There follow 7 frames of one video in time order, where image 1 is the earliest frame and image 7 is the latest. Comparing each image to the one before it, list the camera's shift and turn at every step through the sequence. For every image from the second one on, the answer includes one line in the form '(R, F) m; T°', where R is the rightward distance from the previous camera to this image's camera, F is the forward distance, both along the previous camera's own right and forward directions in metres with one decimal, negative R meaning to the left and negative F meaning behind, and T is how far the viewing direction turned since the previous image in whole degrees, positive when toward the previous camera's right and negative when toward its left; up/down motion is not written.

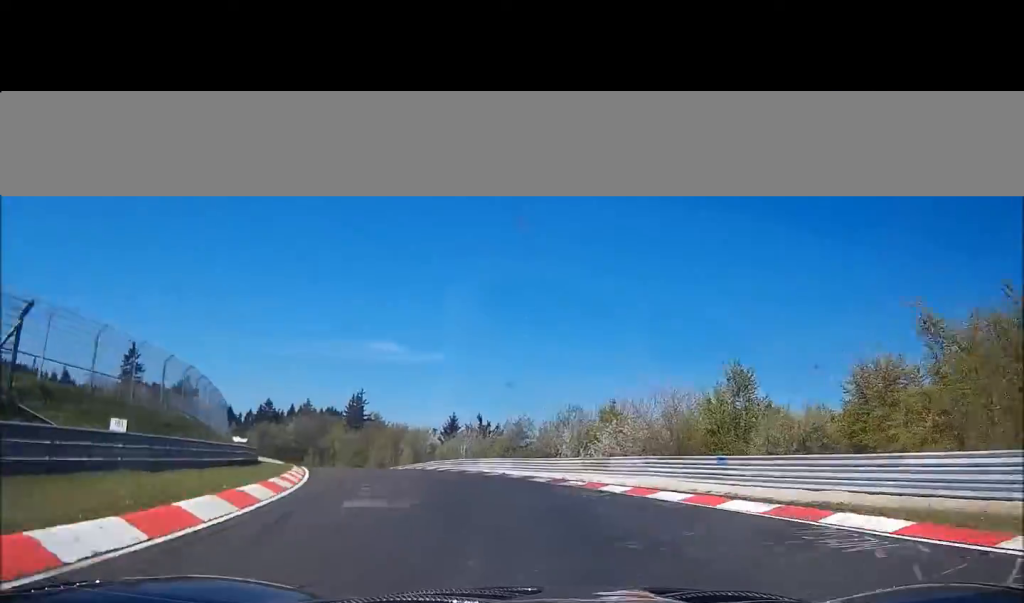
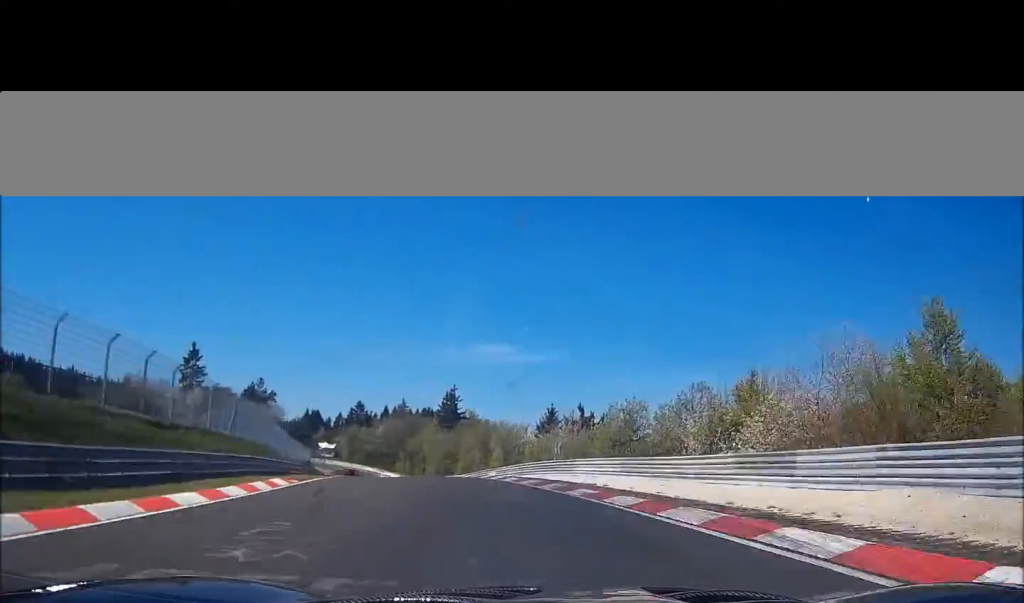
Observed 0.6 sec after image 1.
(-1.0, +16.5) m; -9°
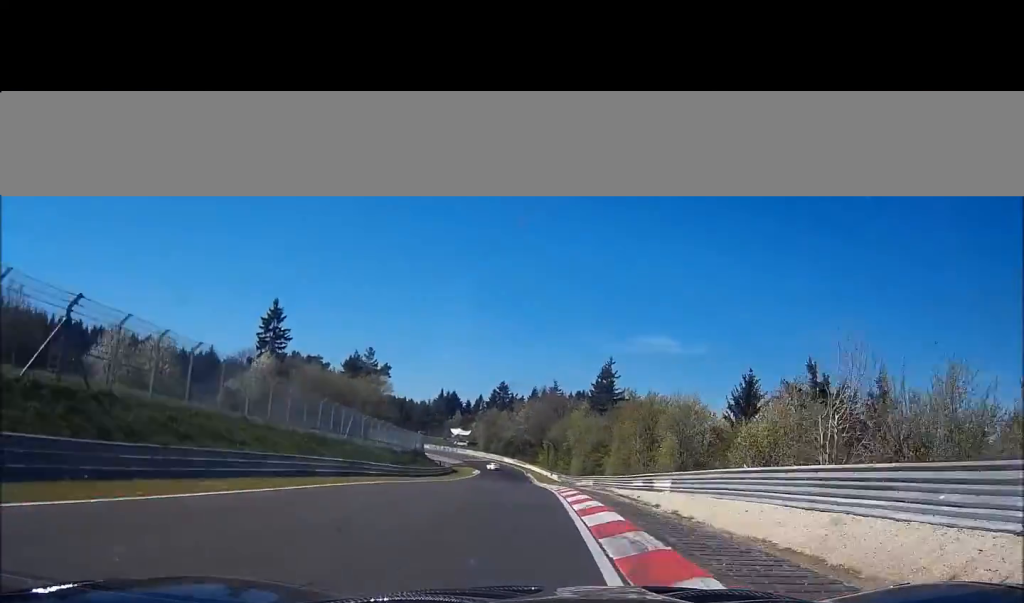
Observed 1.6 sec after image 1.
(-5.3, +31.3) m; -14°
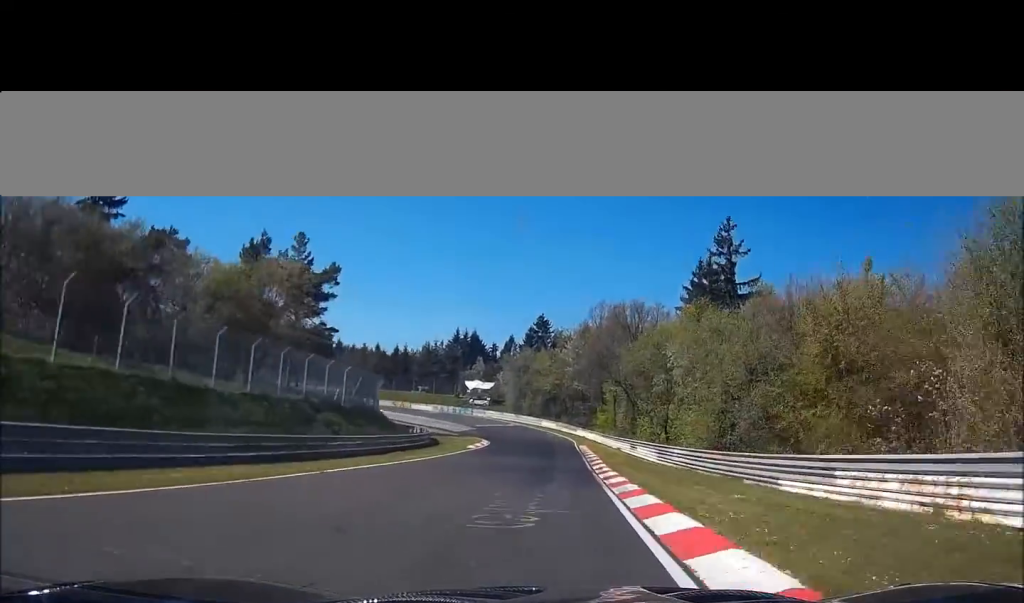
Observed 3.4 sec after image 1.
(-2.8, +56.2) m; -3°
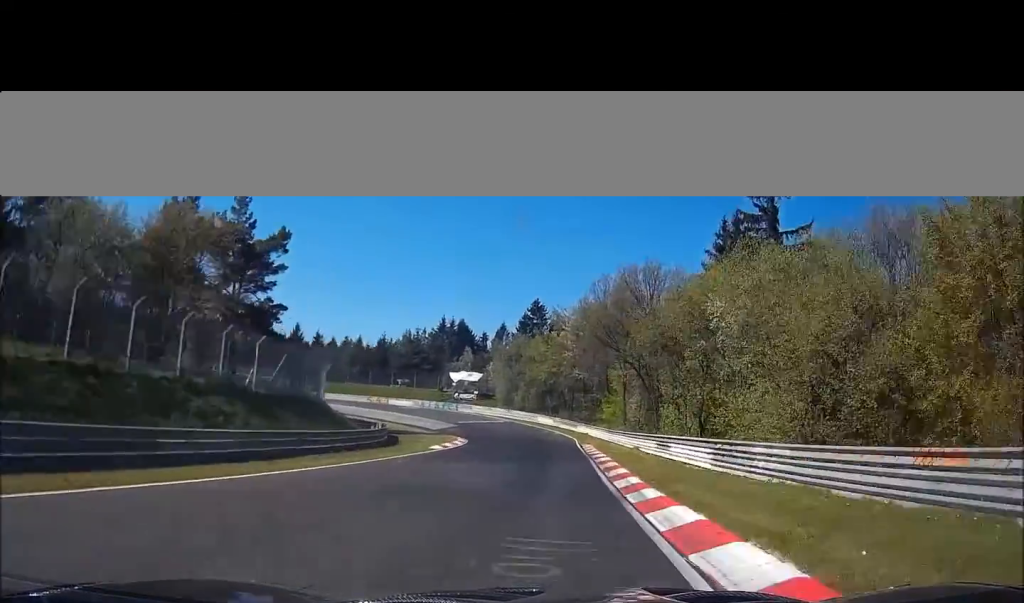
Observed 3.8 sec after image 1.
(+0.1, +13.1) m; 0°
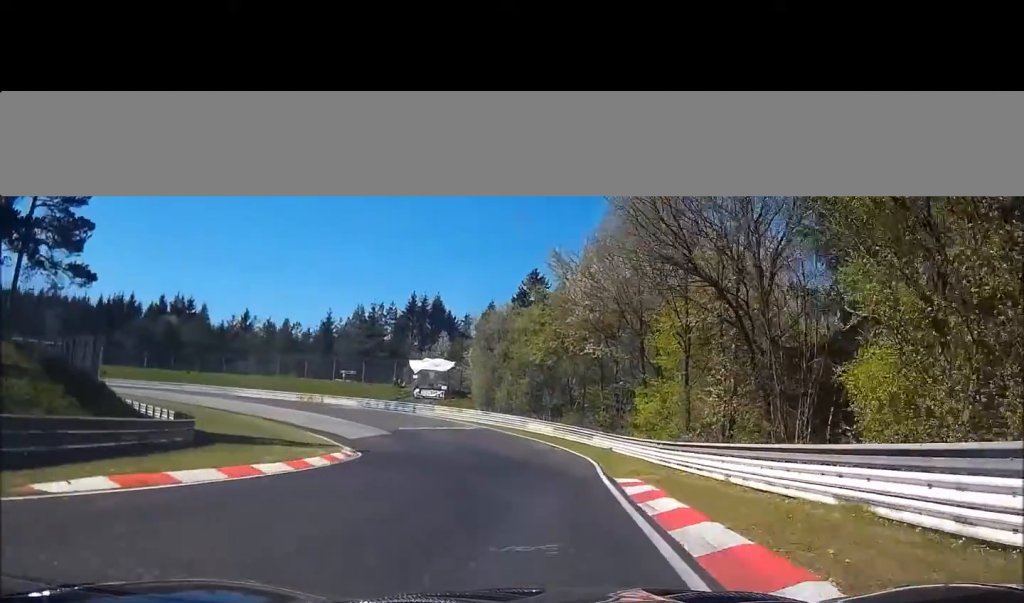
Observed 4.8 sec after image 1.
(-0.3, +26.5) m; -3°
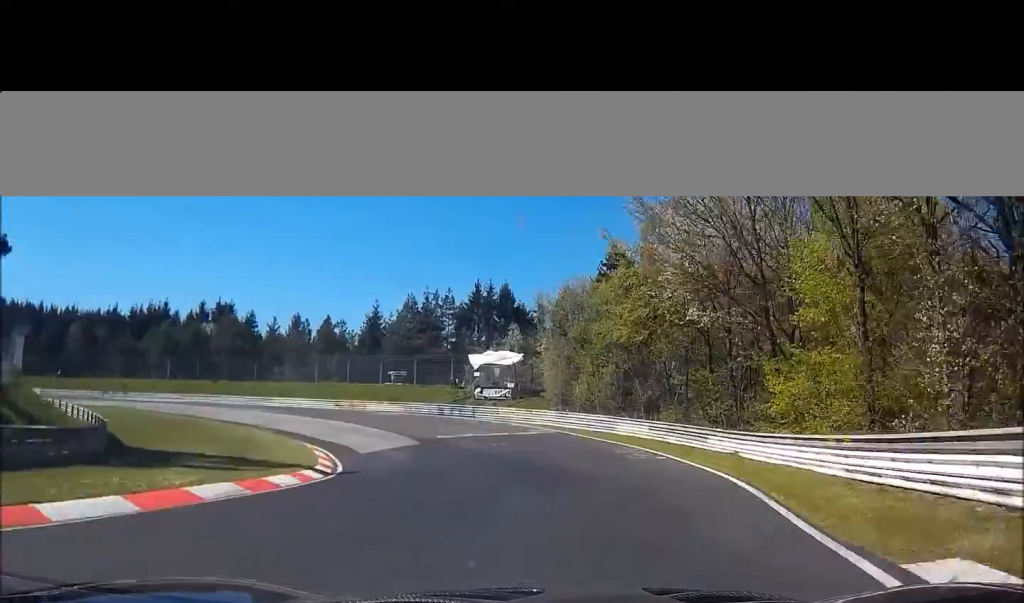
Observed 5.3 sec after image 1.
(-0.4, +12.0) m; -4°
